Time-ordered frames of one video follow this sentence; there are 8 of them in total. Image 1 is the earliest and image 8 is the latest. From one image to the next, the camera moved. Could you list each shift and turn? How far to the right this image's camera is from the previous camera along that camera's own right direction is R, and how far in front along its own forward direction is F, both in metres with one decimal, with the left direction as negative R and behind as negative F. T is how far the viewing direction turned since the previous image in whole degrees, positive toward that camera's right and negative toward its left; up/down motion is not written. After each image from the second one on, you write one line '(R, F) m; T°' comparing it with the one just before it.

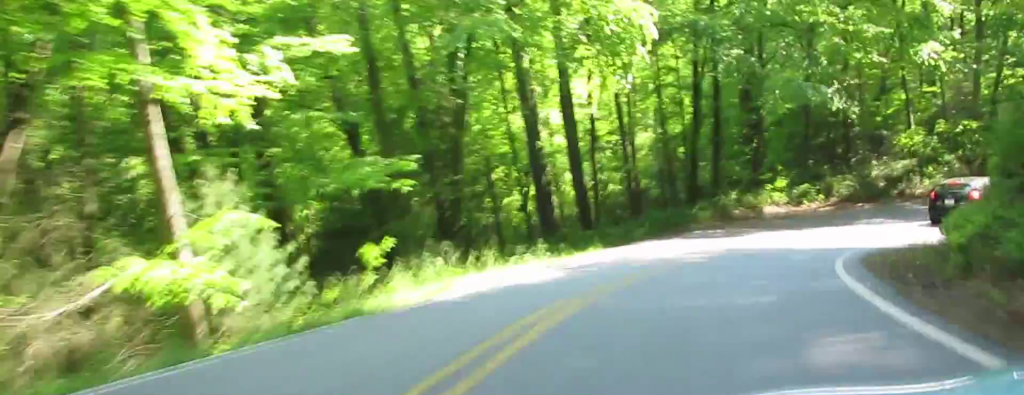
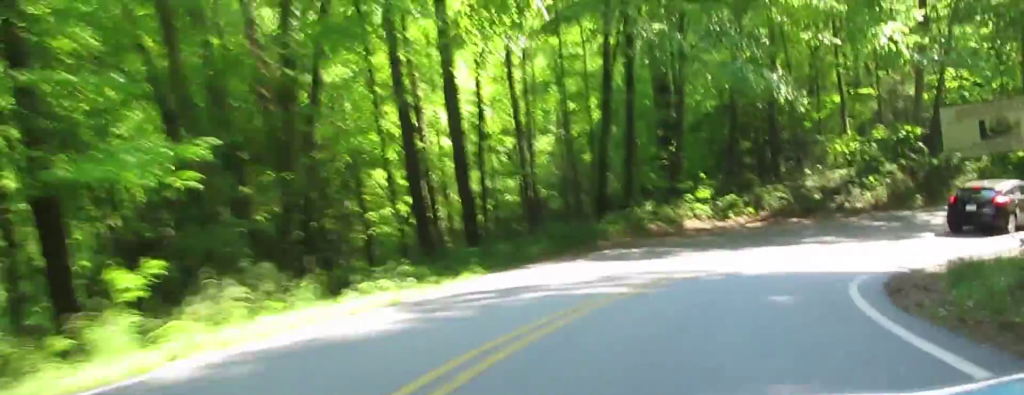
(-0.3, +5.9) m; +2°
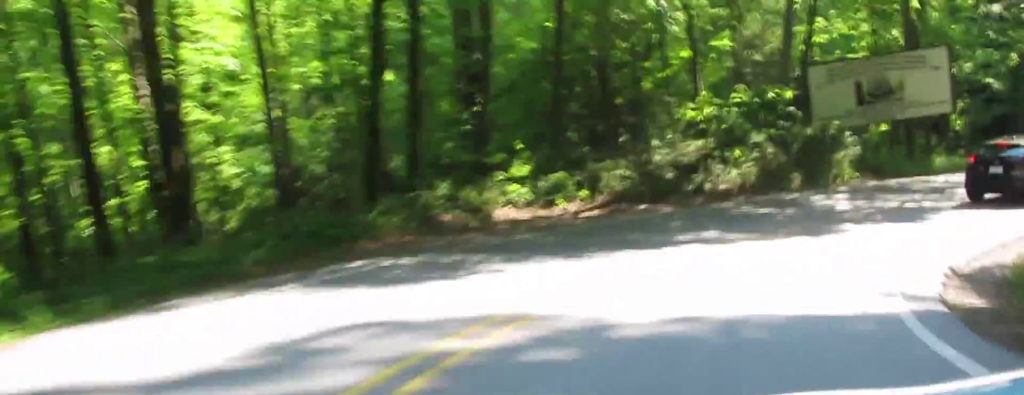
(+0.7, +6.6) m; +7°
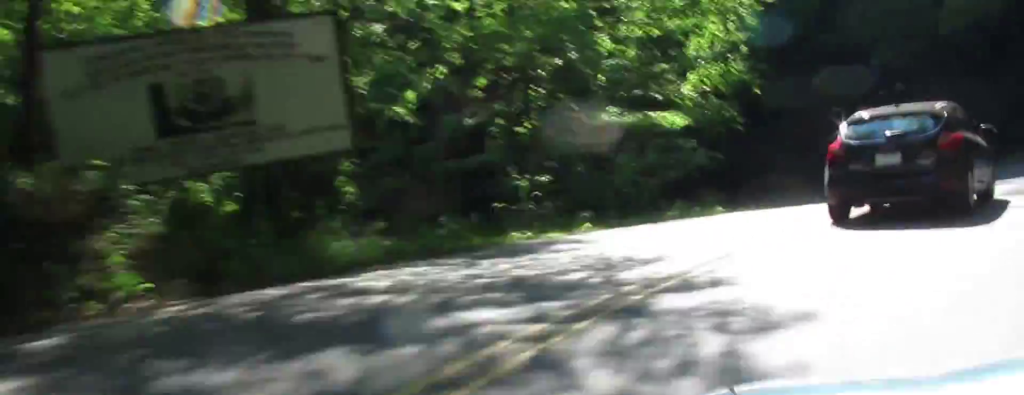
(+2.1, +15.1) m; +25°
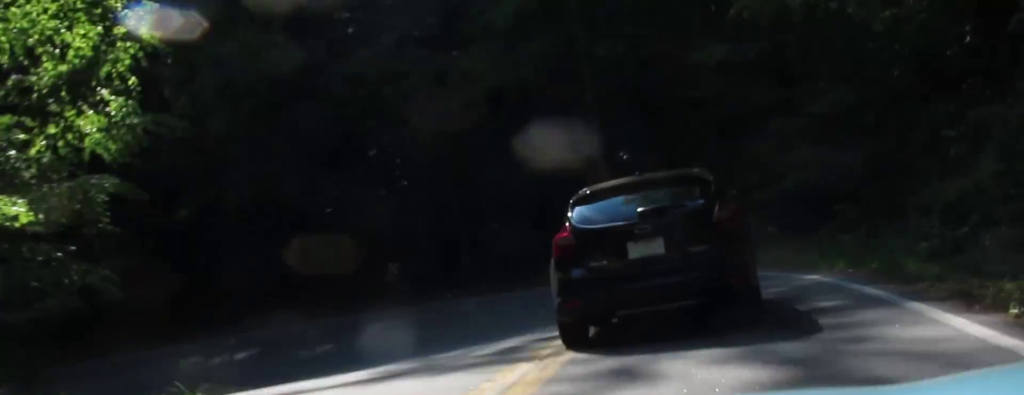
(+4.0, +12.9) m; +21°
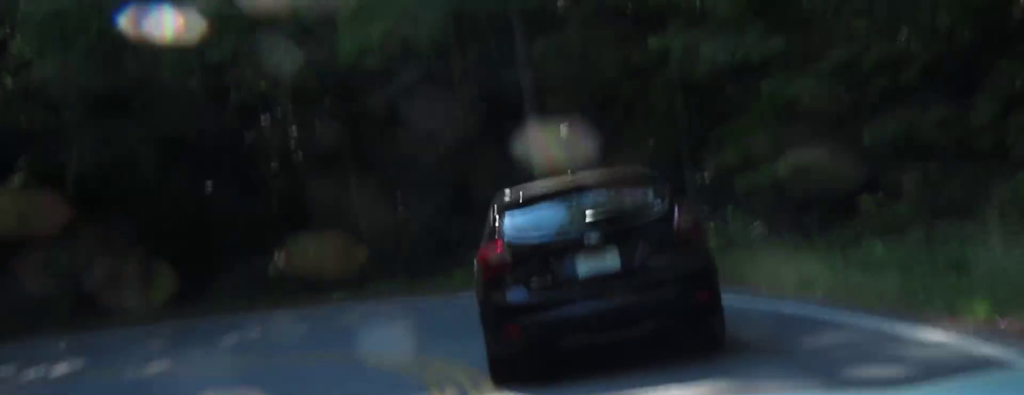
(+1.8, +8.4) m; -8°
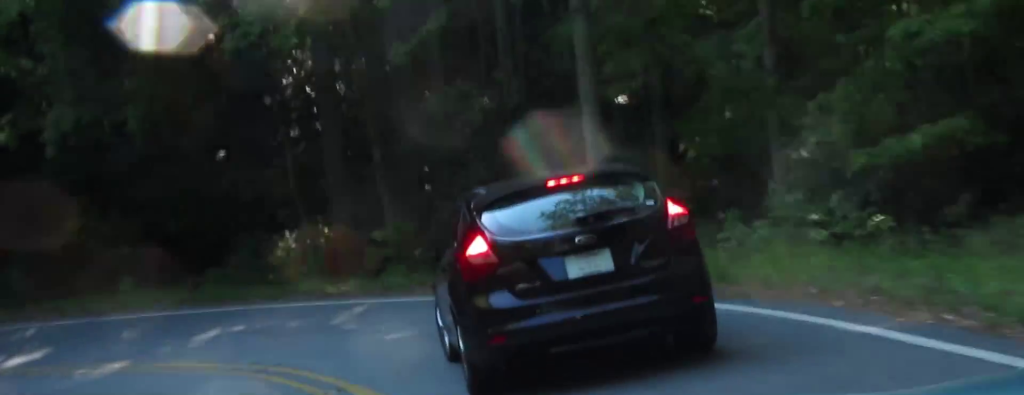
(-1.9, +4.7) m; -21°
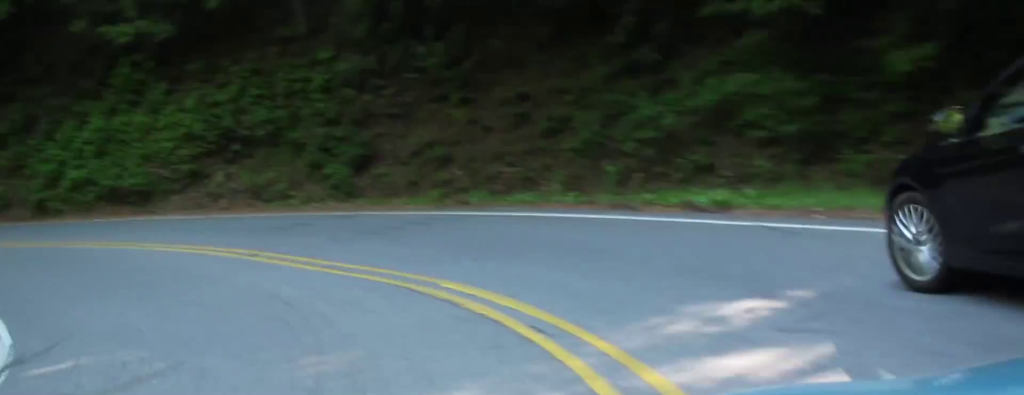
(-18.0, +15.1) m; -79°
